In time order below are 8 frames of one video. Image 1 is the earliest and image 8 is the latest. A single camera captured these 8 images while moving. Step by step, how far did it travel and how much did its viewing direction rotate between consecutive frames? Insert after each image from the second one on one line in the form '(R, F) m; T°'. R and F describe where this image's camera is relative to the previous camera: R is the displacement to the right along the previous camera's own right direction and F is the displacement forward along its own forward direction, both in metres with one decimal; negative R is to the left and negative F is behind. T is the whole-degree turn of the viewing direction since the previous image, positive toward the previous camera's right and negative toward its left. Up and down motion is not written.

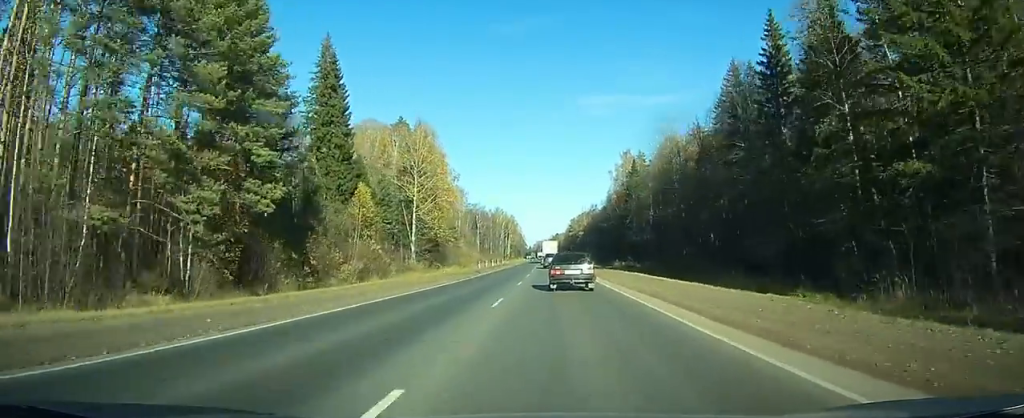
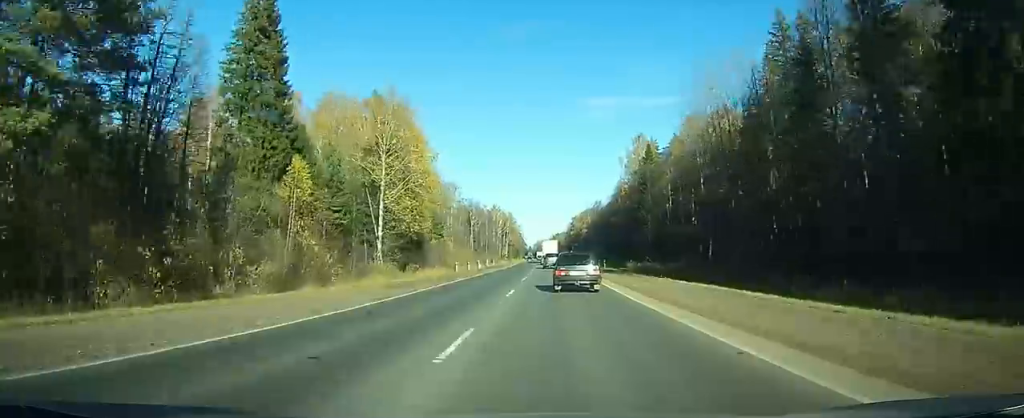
(0.0, +19.6) m; 0°
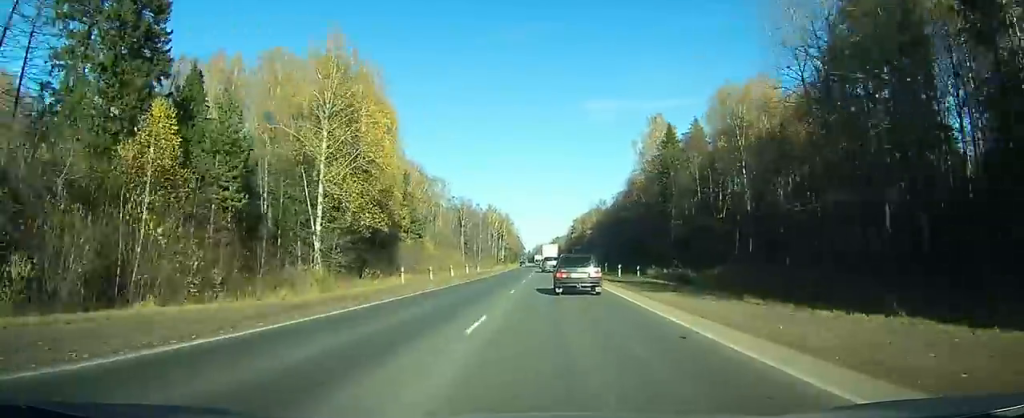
(0.0, +21.2) m; 0°
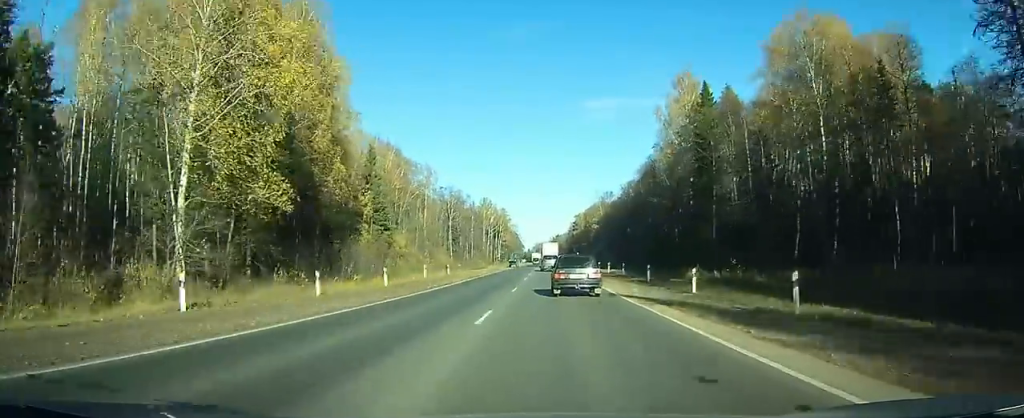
(-0.1, +22.8) m; 0°
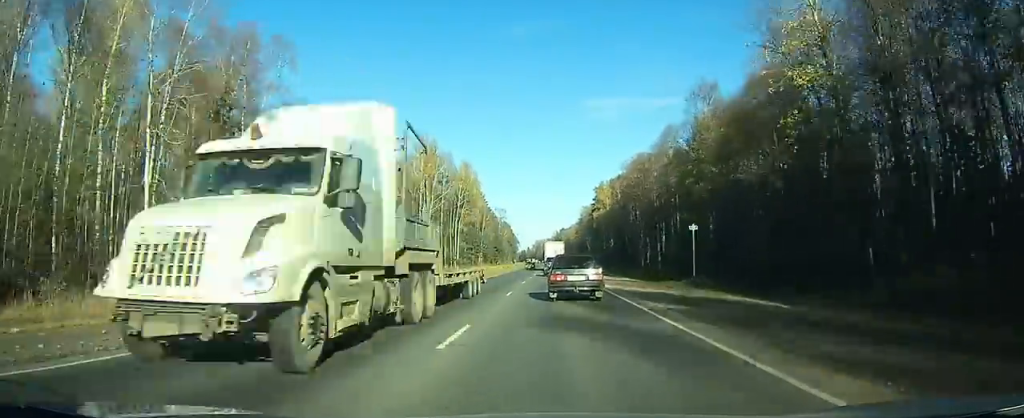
(0.0, +124.7) m; 0°
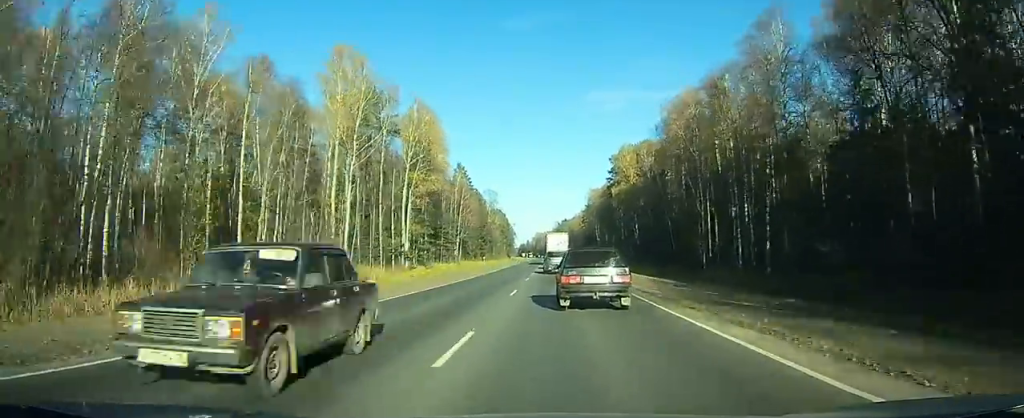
(-0.2, +50.4) m; 0°
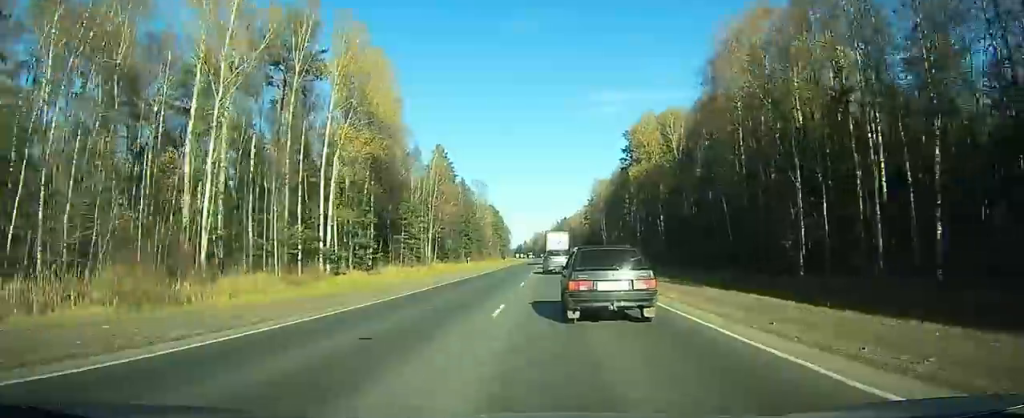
(-0.1, +32.4) m; 0°
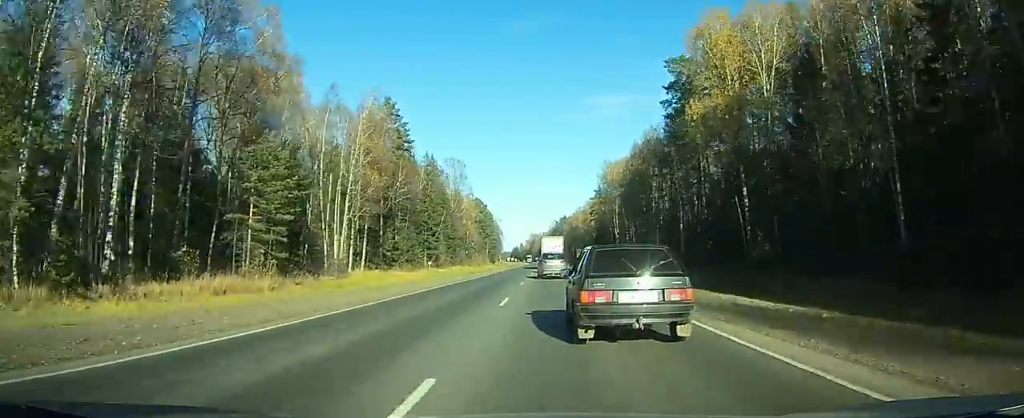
(-0.1, +47.6) m; 0°
